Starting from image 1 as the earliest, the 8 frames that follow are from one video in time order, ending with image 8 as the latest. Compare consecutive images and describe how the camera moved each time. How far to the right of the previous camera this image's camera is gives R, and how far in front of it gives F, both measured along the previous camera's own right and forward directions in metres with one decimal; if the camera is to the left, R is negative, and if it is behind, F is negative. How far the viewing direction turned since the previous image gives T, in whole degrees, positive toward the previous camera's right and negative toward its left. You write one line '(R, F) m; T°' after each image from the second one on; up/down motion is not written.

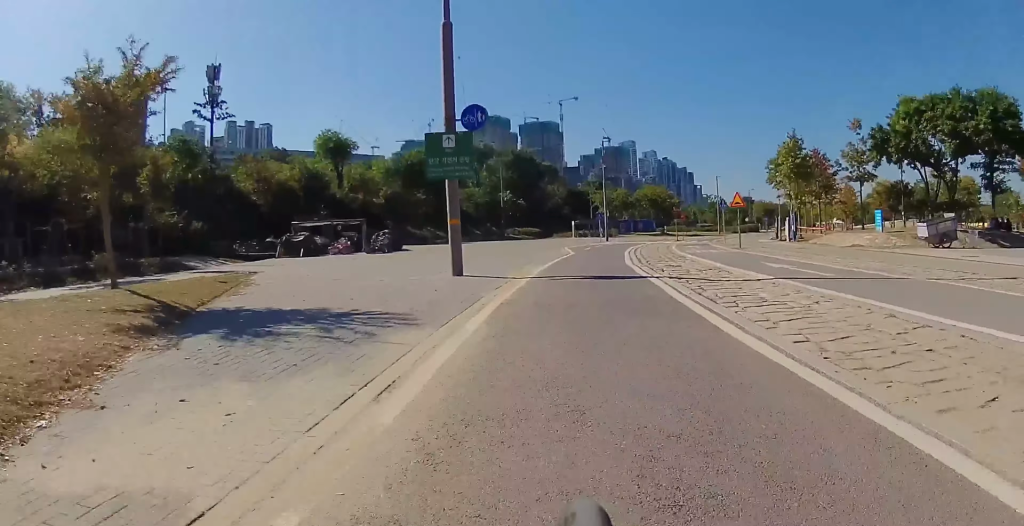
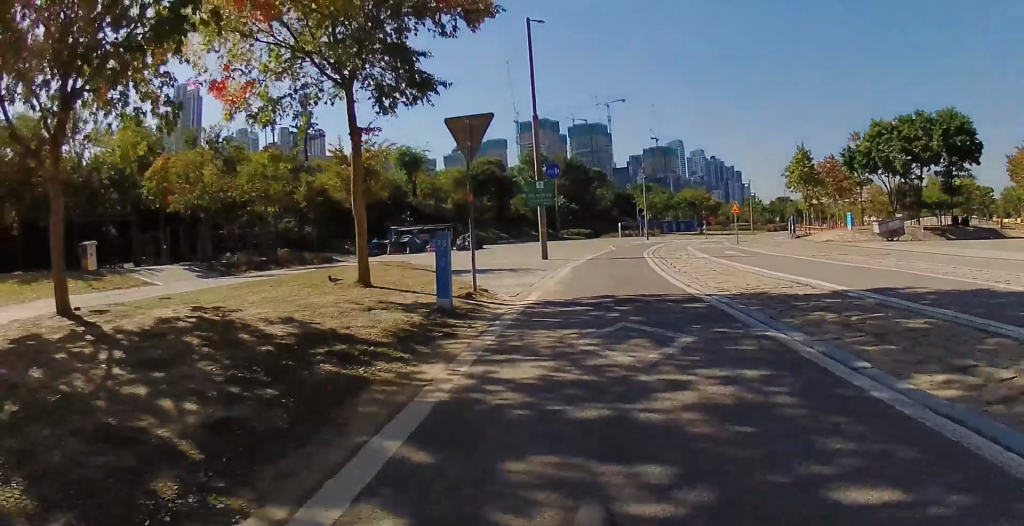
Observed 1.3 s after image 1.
(-1.3, +9.7) m; -12°
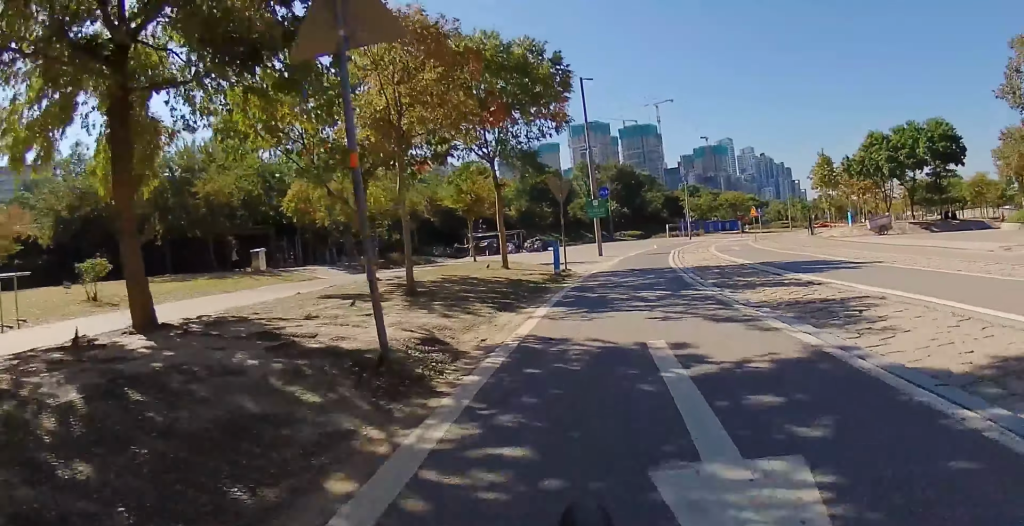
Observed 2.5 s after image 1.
(0.0, +8.5) m; +2°
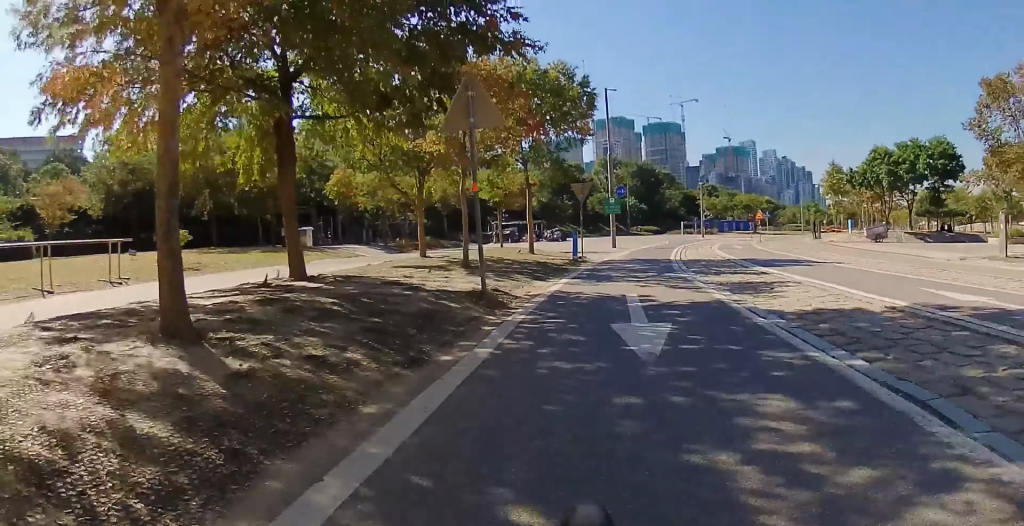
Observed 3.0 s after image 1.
(+0.1, +3.3) m; 0°
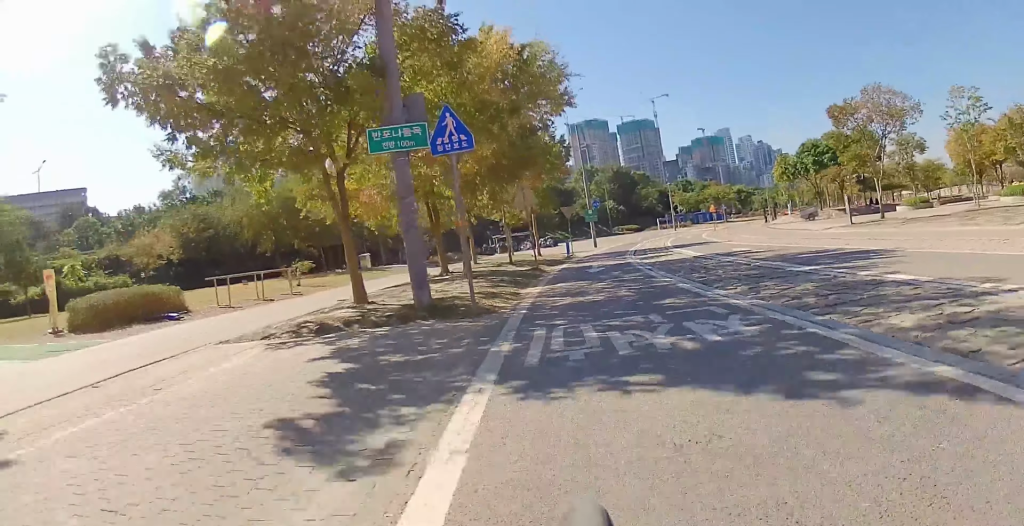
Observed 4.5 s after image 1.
(-0.3, +11.1) m; -5°
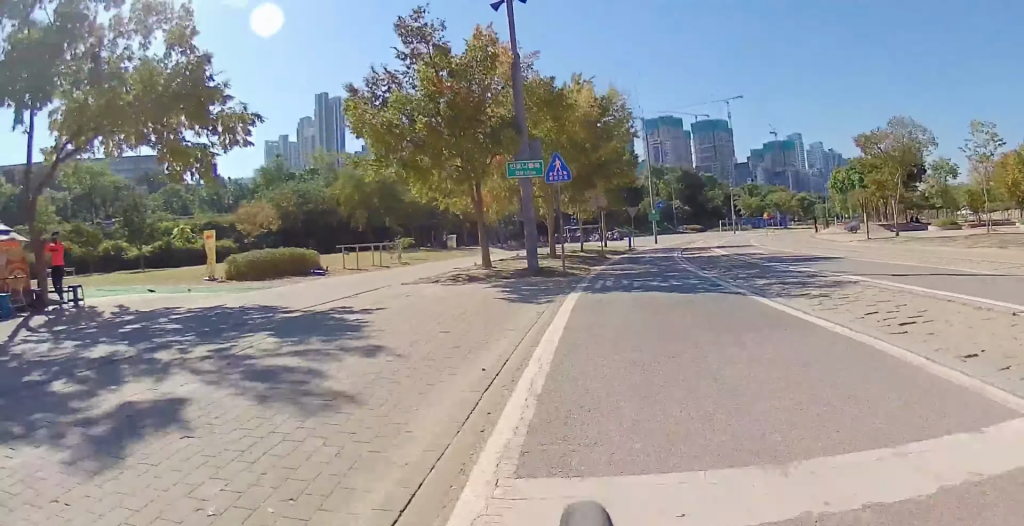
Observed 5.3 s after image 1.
(-0.3, +5.8) m; 0°
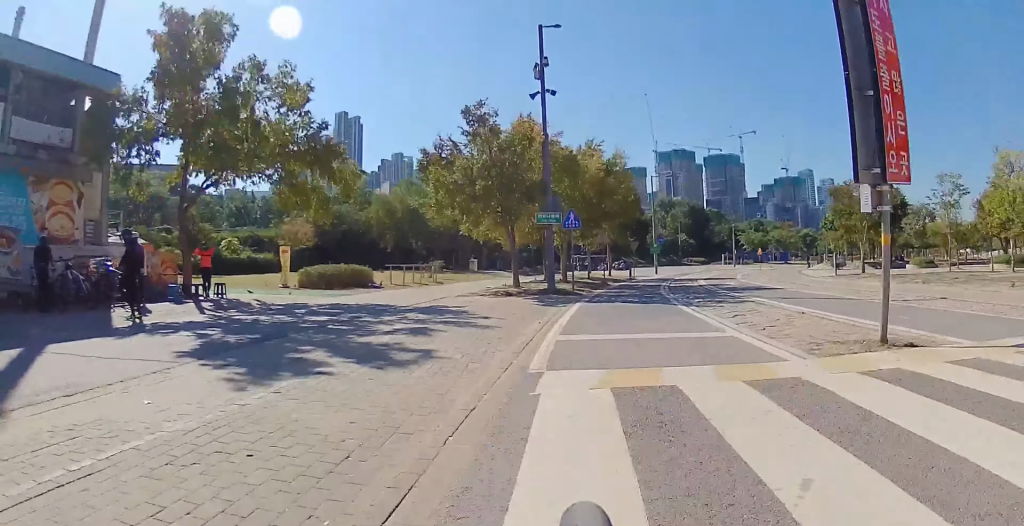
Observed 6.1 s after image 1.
(+0.3, +6.0) m; 0°
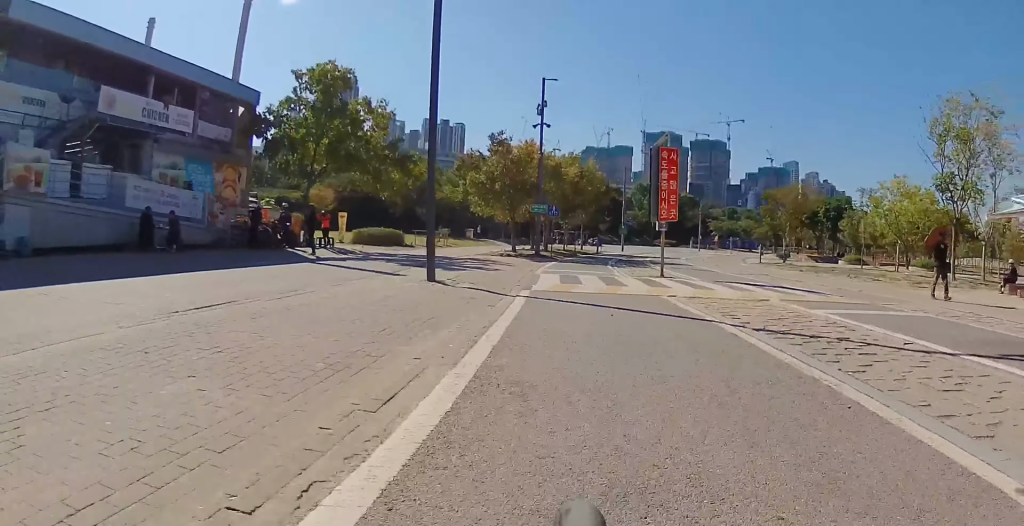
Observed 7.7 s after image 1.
(-0.3, +11.4) m; -3°
